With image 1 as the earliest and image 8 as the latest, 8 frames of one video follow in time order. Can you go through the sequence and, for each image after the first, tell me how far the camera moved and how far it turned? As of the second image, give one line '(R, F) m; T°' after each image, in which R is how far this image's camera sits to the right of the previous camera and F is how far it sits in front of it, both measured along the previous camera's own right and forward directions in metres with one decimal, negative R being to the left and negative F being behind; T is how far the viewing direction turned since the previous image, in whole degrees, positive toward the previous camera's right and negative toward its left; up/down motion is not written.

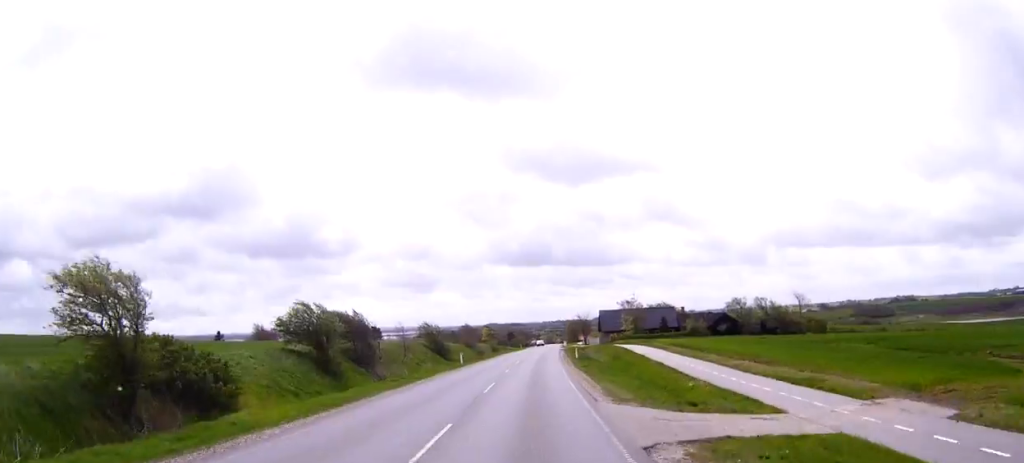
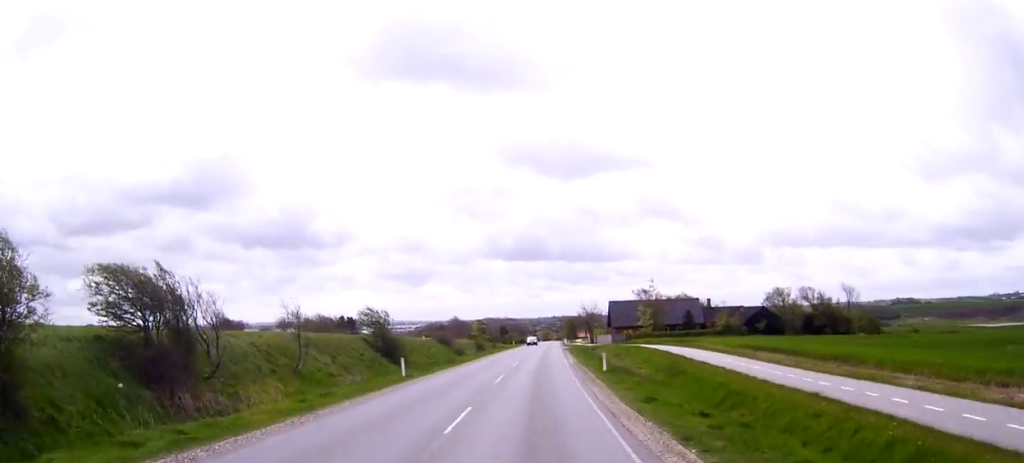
(0.0, +26.5) m; 0°
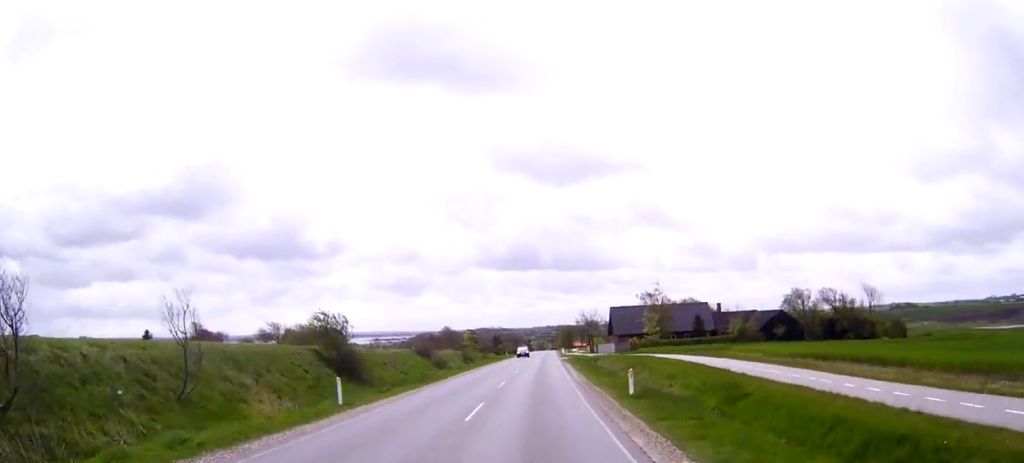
(0.0, +11.0) m; 0°
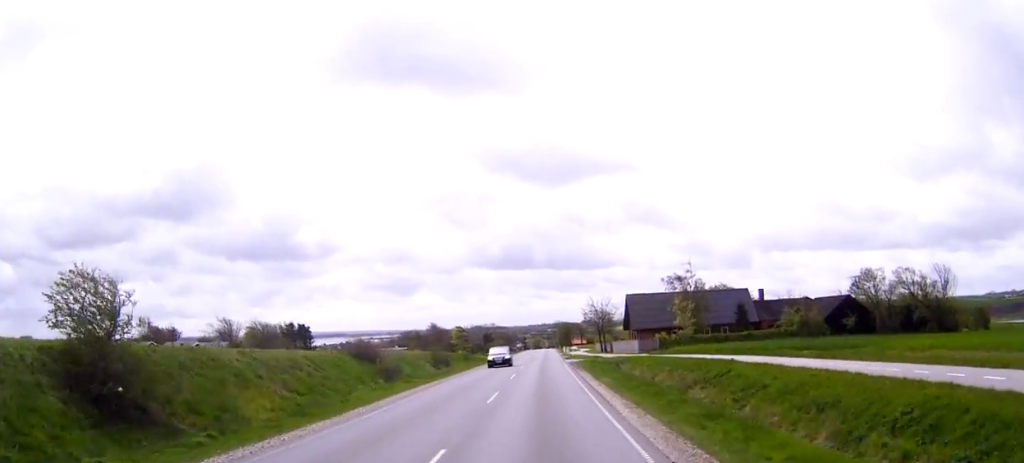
(+0.1, +26.3) m; 0°
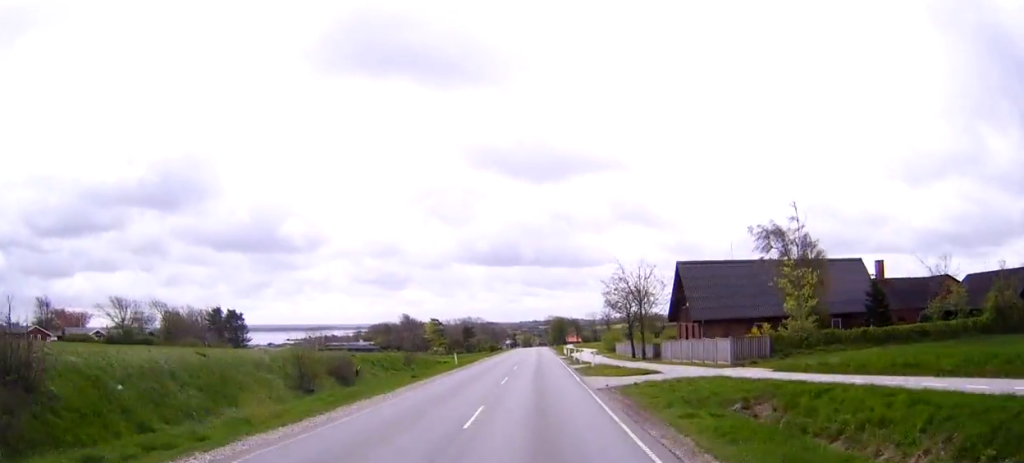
(+0.3, +38.5) m; +1°
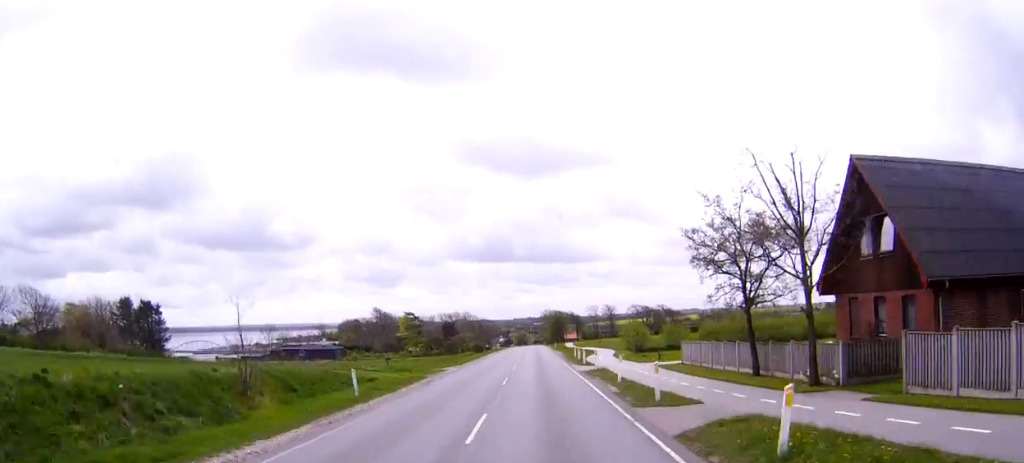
(+0.2, +32.1) m; +1°
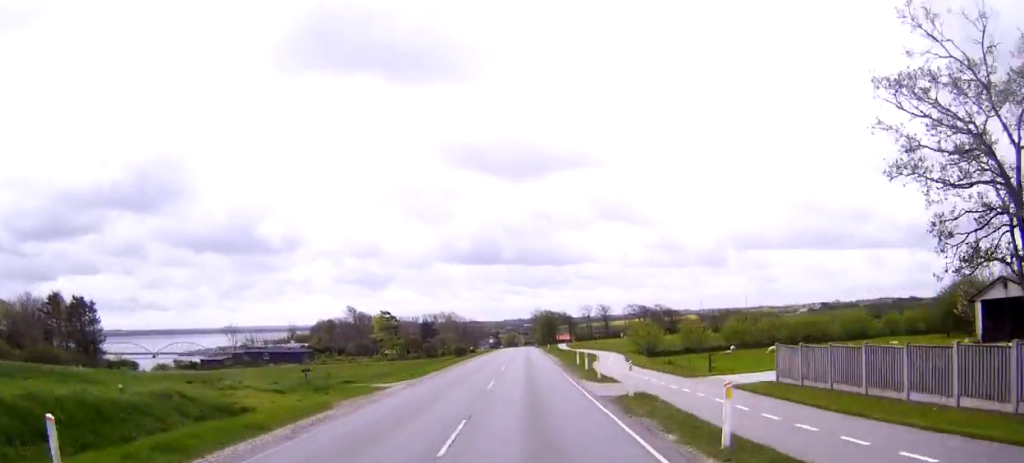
(0.0, +16.6) m; 0°
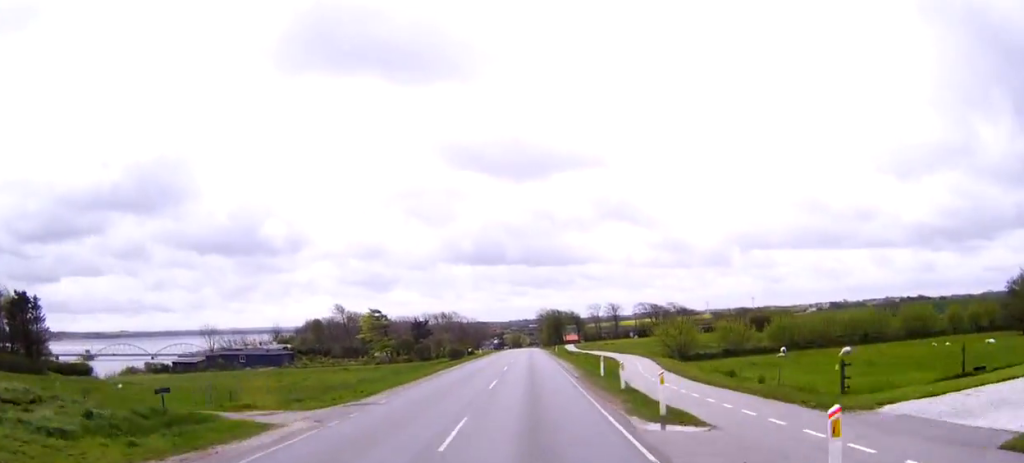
(0.0, +14.4) m; 0°
